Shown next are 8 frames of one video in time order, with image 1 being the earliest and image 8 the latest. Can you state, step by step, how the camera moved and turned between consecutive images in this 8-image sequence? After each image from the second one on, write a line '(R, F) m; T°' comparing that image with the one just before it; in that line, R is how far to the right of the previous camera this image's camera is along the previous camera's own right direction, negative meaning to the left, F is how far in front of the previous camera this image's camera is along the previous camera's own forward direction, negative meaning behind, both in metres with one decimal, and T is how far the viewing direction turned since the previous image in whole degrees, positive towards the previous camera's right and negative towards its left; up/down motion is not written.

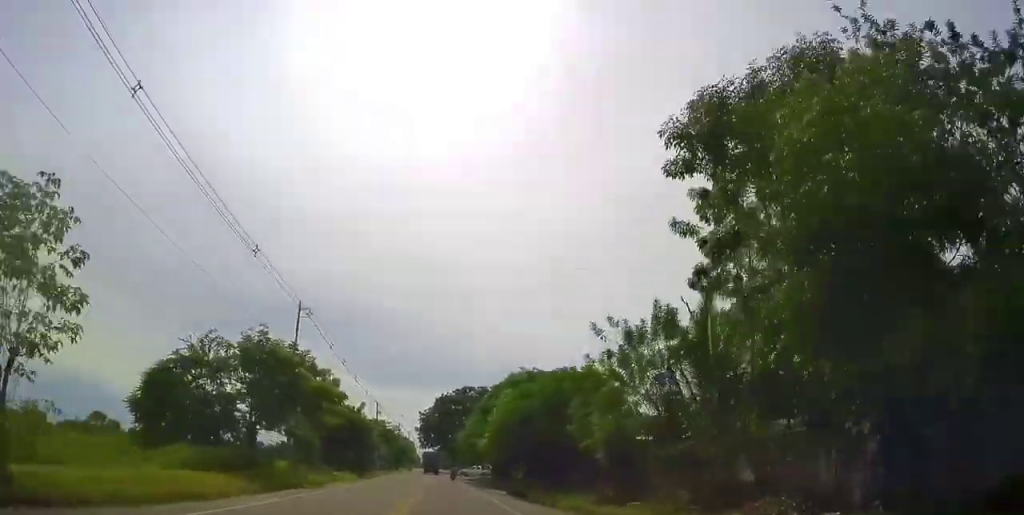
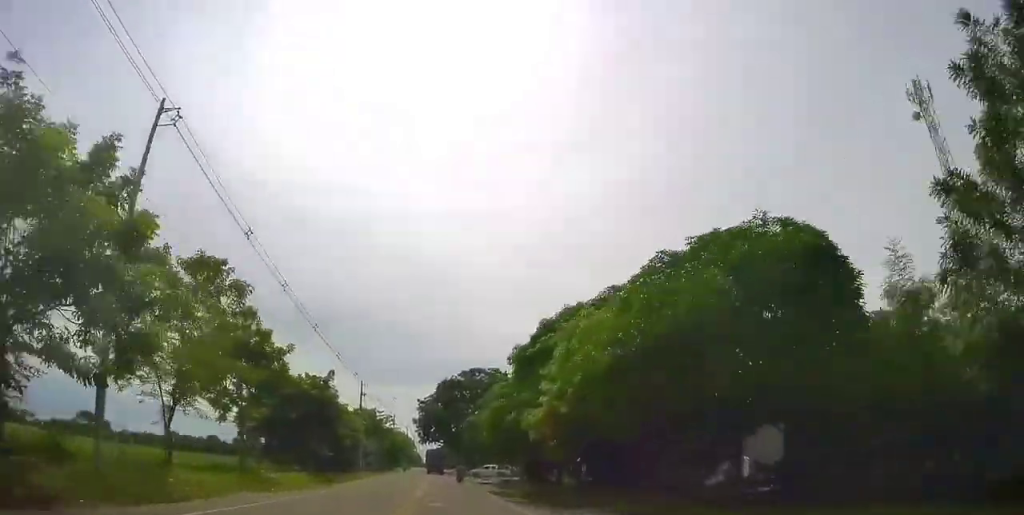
(0.0, +21.4) m; -1°
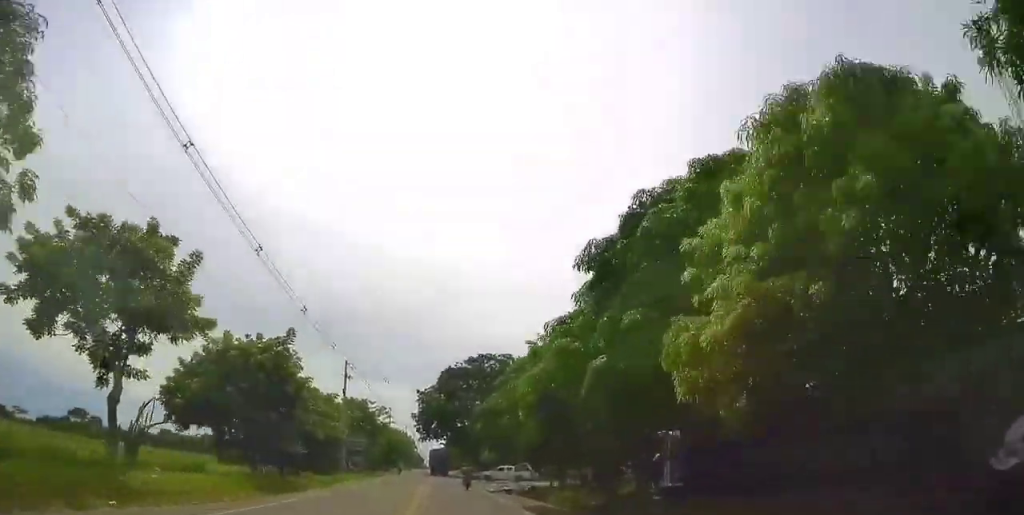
(-0.2, +13.8) m; -1°
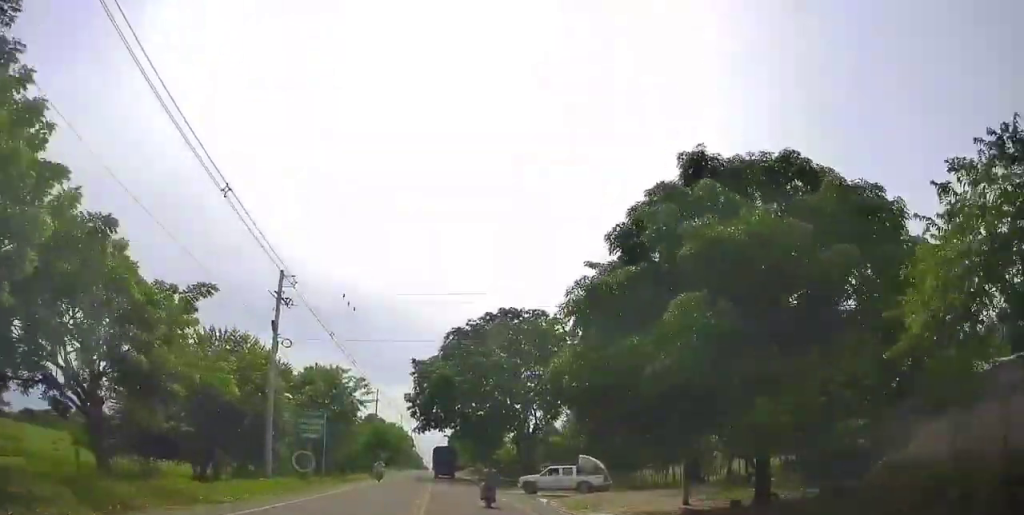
(-0.3, +25.2) m; 0°
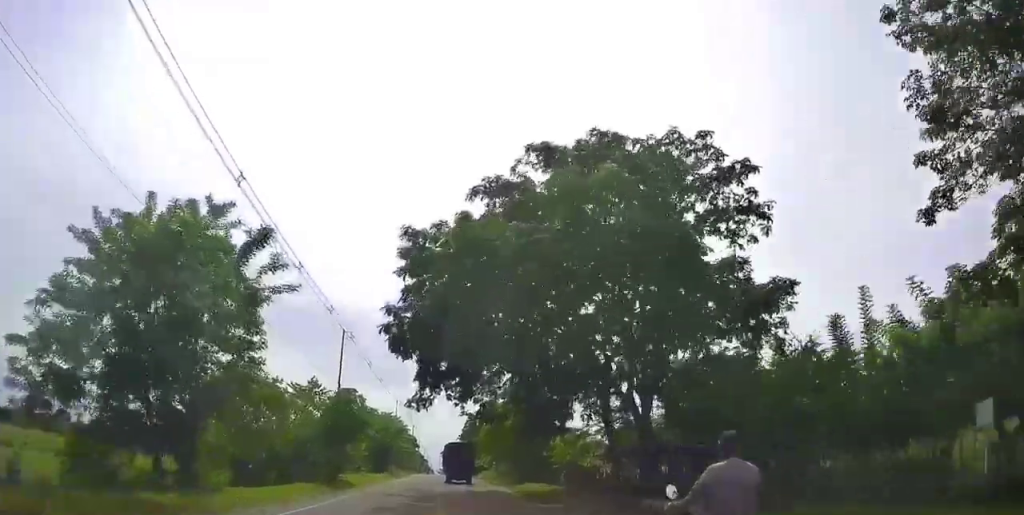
(+0.5, +33.3) m; +1°
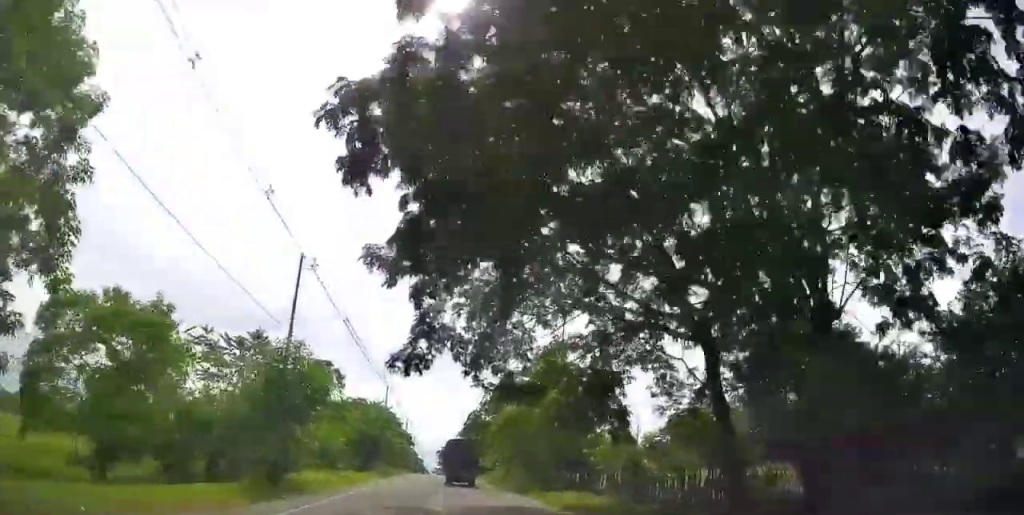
(0.0, +14.4) m; 0°
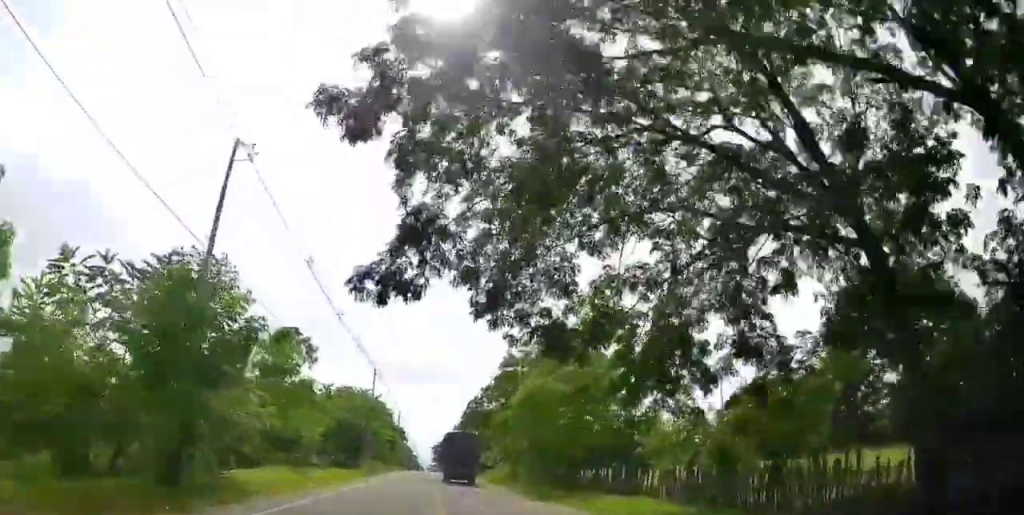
(0.0, +10.0) m; 0°
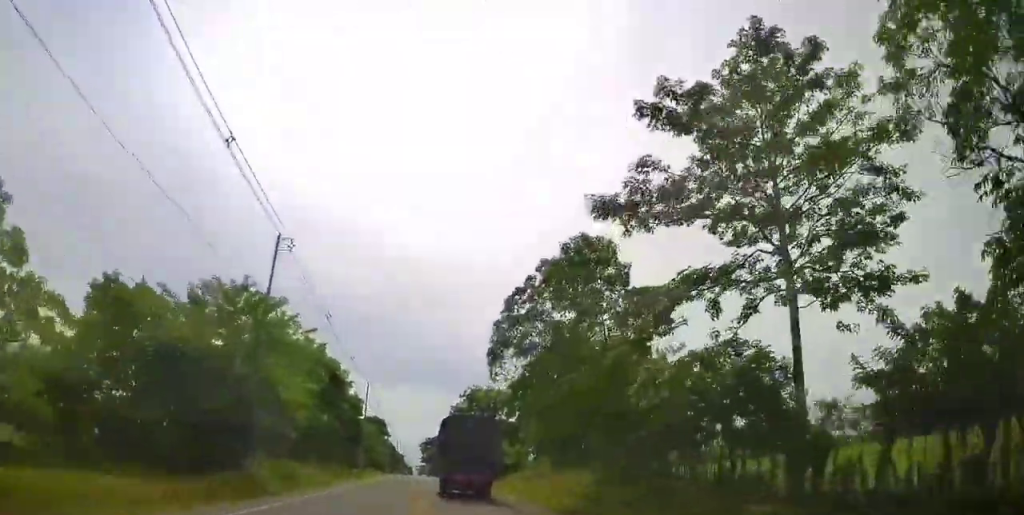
(+0.6, +39.2) m; +1°
